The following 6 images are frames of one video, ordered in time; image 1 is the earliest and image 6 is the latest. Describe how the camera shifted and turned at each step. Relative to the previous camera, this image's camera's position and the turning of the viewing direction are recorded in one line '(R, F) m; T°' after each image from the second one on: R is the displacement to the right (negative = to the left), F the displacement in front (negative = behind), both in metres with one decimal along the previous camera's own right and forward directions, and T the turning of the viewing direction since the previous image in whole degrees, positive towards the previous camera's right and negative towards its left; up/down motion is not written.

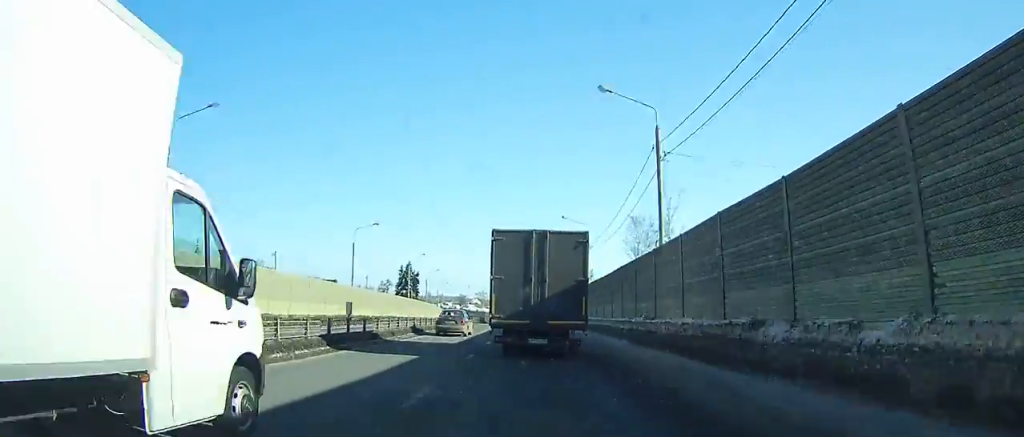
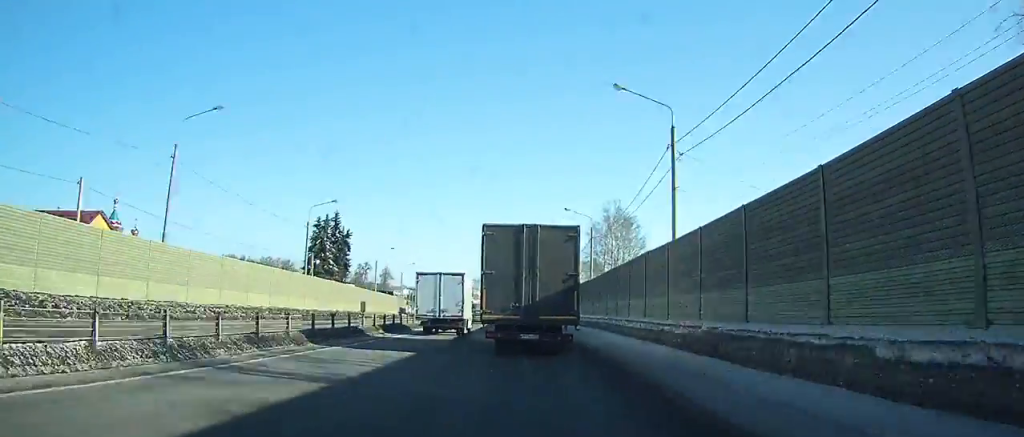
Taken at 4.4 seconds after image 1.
(0.0, +66.3) m; 0°
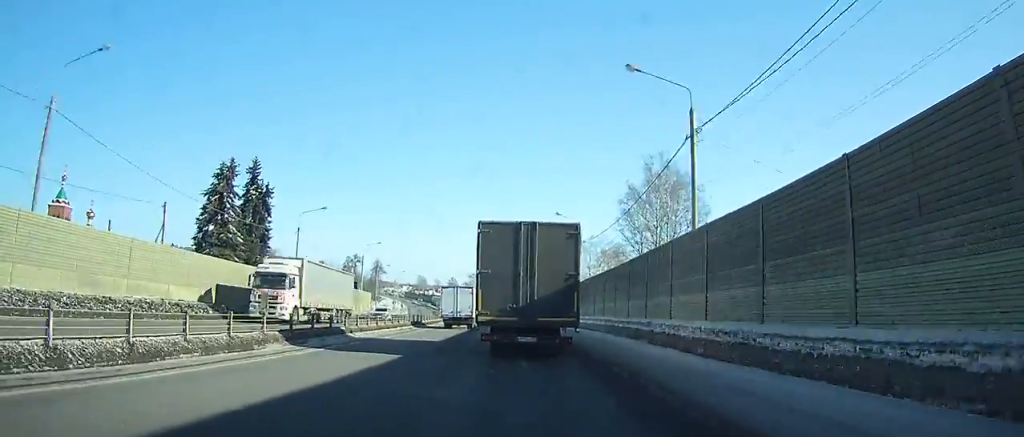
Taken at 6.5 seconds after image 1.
(-0.1, +32.3) m; -1°
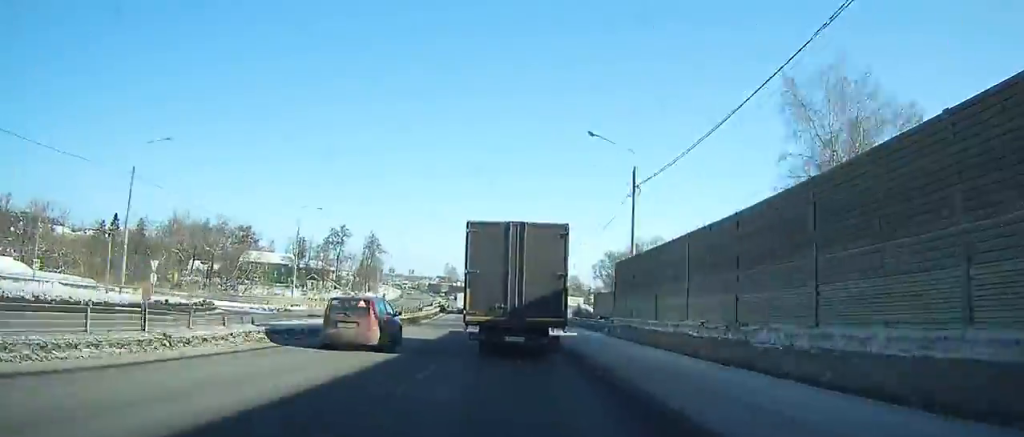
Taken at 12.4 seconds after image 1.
(-2.8, +91.9) m; -4°
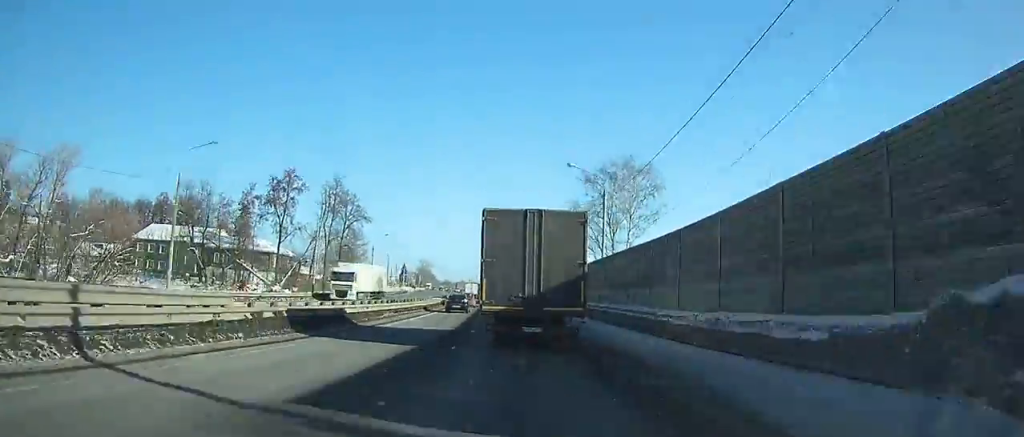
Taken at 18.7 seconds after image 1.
(-6.1, +99.6) m; -7°
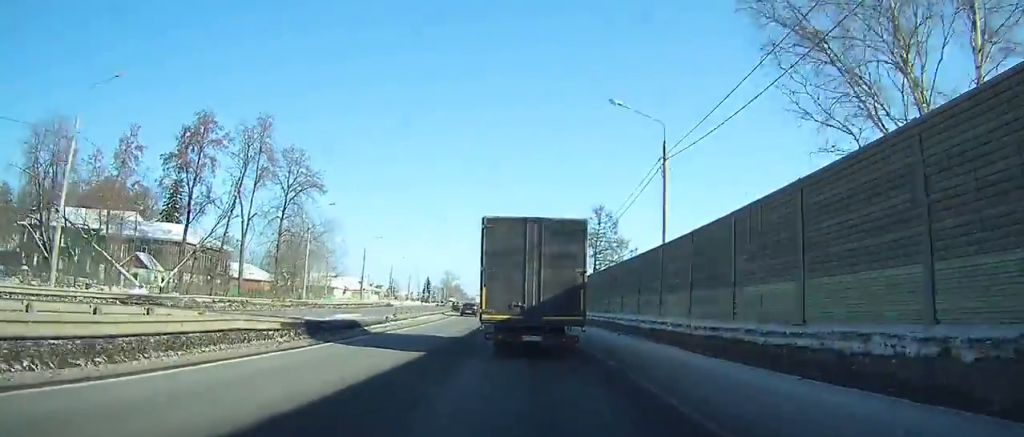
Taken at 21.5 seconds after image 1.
(-1.3, +43.5) m; -3°
